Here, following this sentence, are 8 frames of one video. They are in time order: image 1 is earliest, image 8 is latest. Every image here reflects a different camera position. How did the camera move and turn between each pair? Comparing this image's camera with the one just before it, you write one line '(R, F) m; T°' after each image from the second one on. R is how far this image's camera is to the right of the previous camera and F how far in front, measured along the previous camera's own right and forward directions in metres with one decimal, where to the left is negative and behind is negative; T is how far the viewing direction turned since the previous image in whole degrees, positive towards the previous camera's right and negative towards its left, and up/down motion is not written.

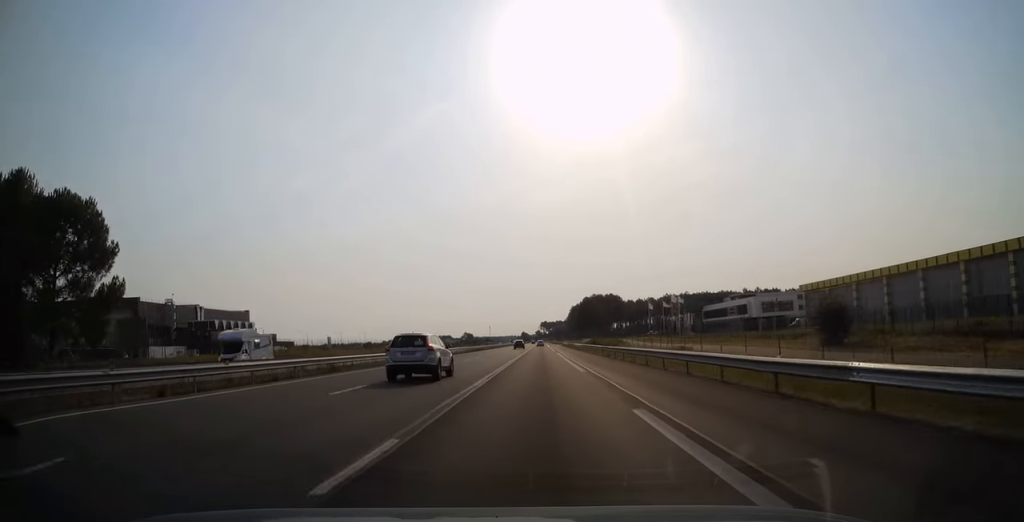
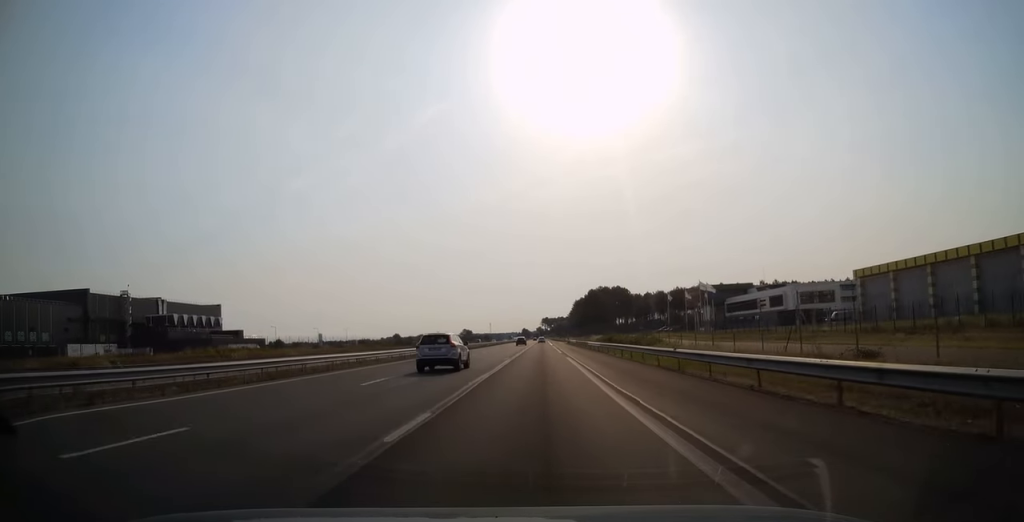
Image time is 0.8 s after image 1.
(-0.3, +23.2) m; -1°
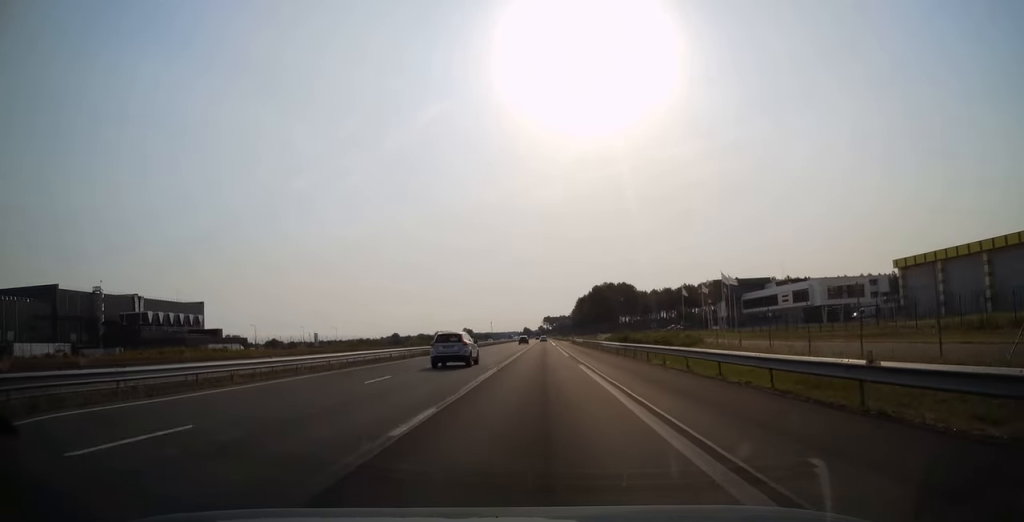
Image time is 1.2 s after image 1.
(0.0, +12.8) m; 0°
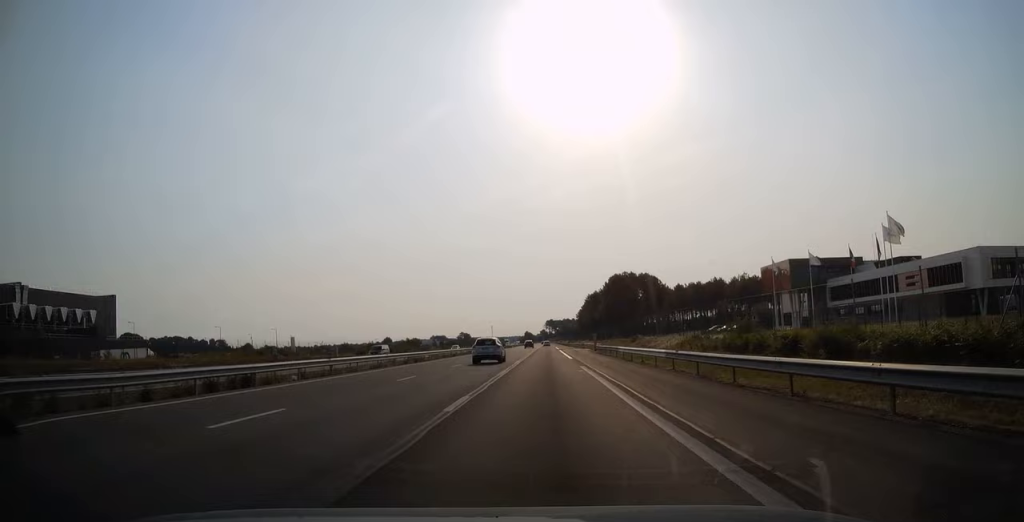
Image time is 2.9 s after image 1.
(-0.1, +48.8) m; +1°
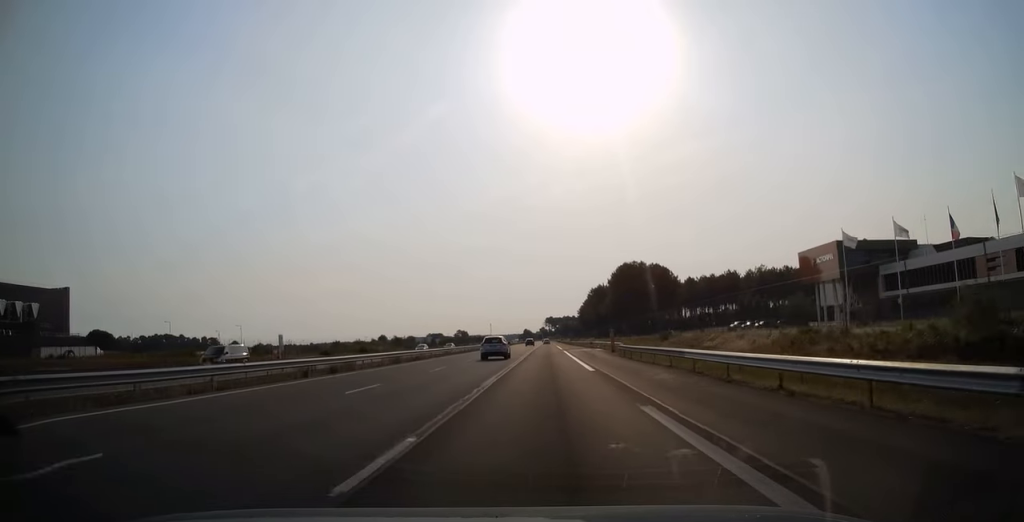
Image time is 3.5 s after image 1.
(+0.2, +19.2) m; 0°
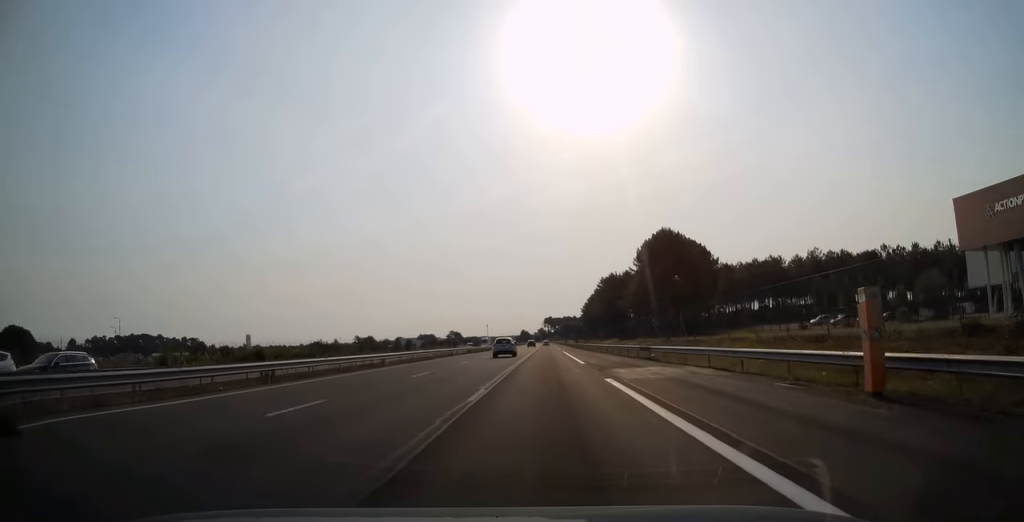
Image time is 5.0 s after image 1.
(-0.3, +44.4) m; -1°
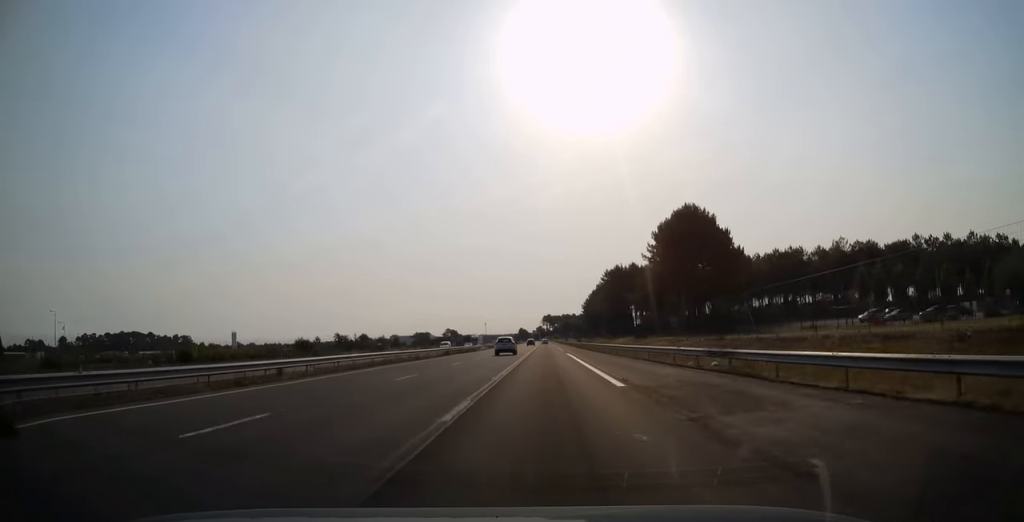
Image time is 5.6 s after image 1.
(0.0, +16.3) m; 0°
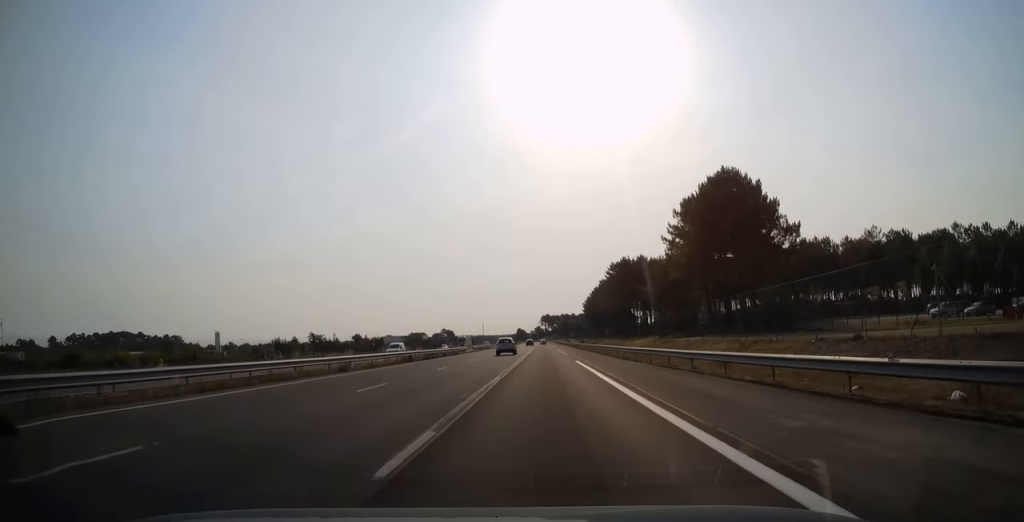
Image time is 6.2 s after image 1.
(0.0, +17.3) m; 0°
